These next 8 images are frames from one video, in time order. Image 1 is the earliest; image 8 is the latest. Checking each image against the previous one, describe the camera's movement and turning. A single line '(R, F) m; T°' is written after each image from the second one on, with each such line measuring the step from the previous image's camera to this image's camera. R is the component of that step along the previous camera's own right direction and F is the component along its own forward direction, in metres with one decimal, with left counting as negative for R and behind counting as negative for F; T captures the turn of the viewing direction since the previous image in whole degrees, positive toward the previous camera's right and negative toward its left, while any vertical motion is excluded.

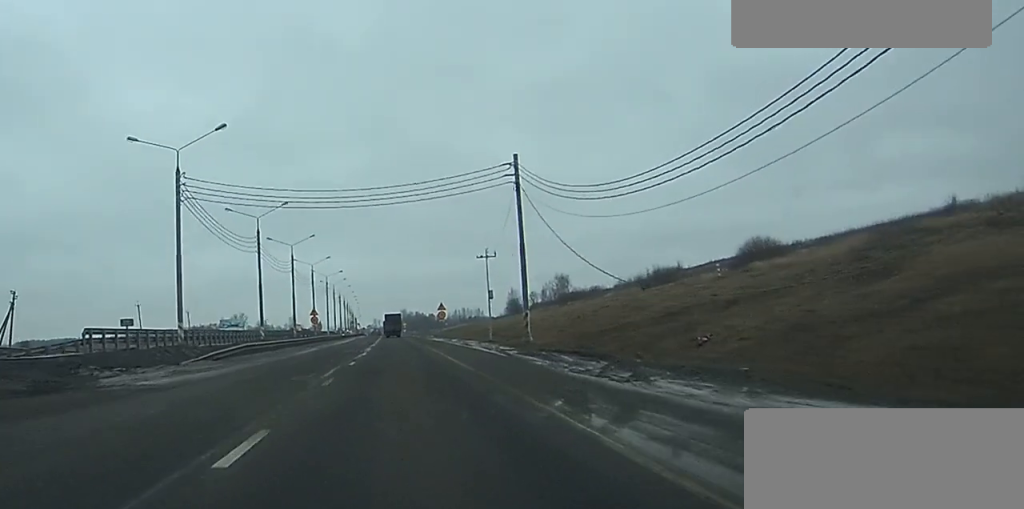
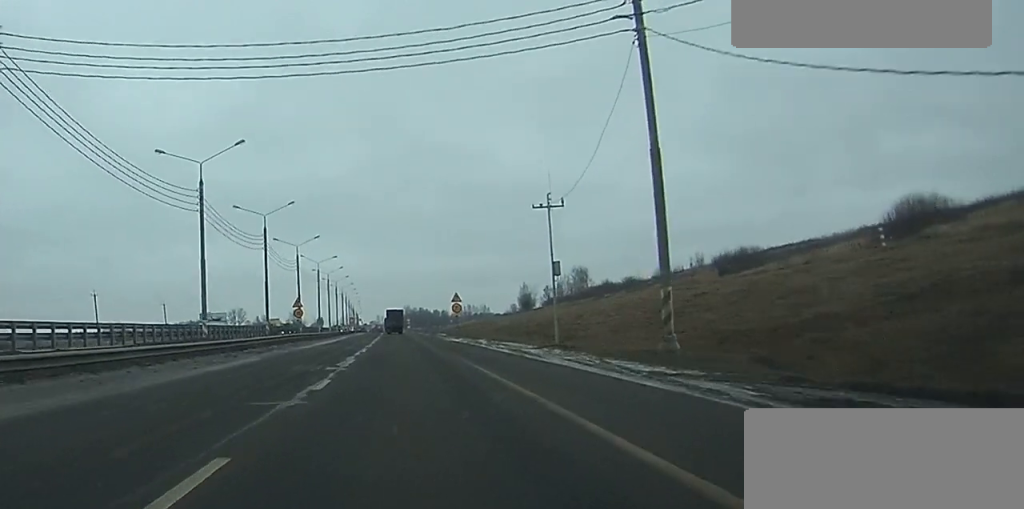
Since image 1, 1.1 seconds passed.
(0.0, +26.7) m; 0°
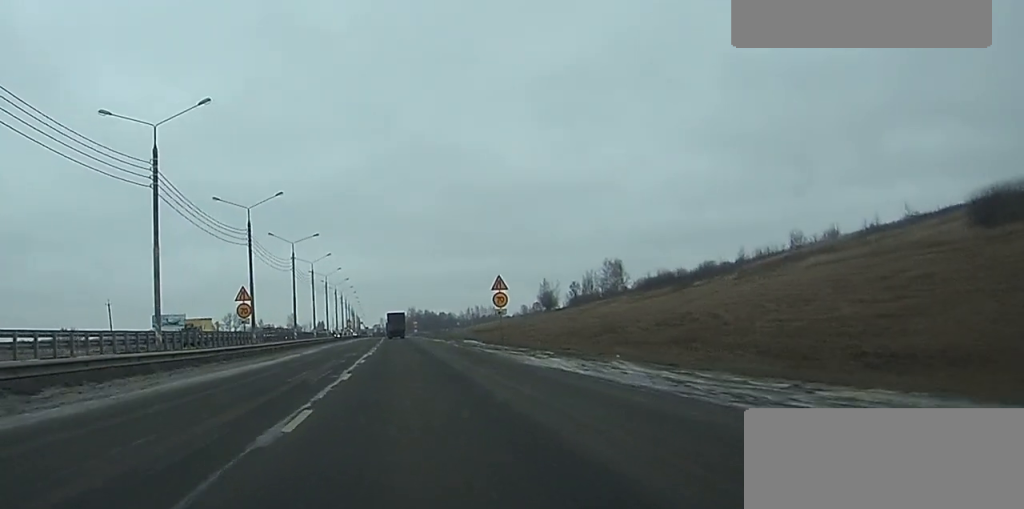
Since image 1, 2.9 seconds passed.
(-0.1, +42.1) m; 0°
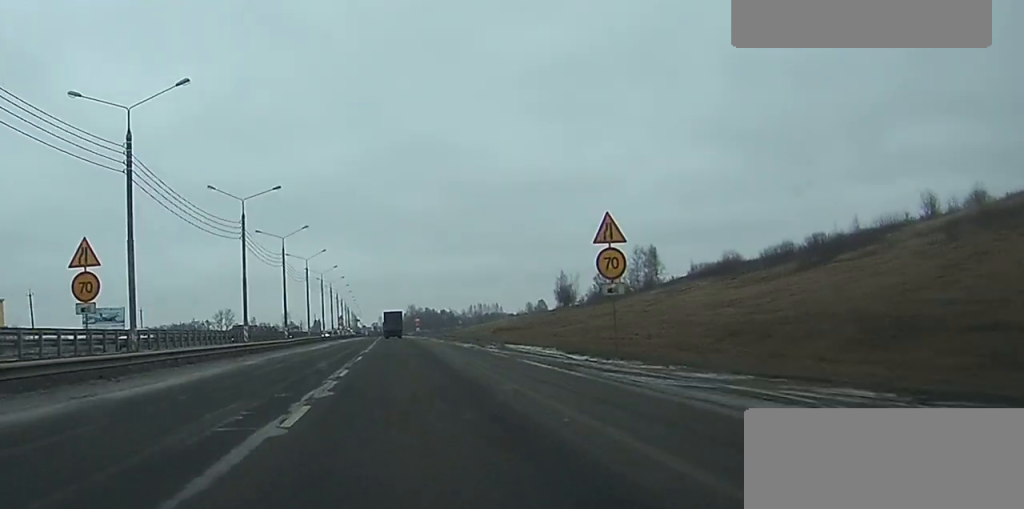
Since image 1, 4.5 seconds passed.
(+0.1, +35.4) m; 0°
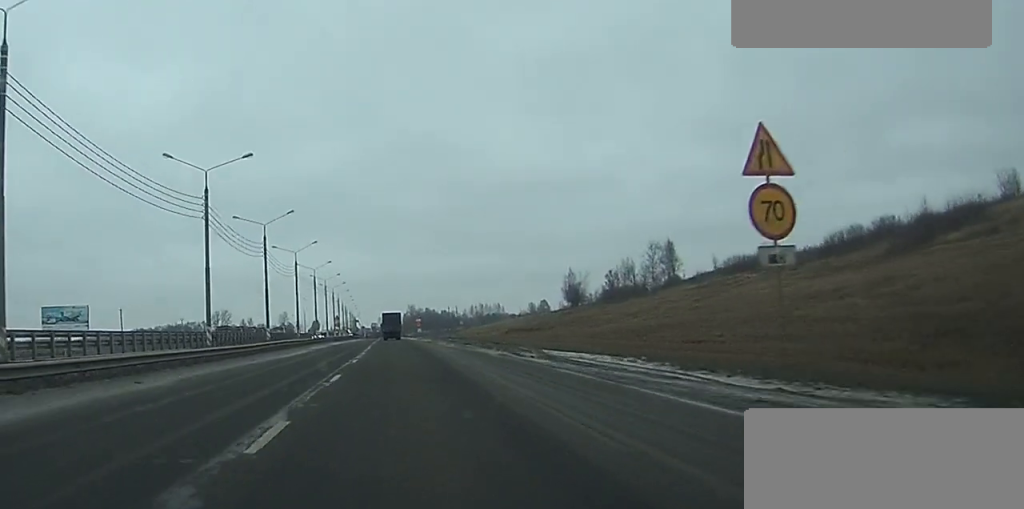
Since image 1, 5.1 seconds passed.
(0.0, +14.5) m; 0°
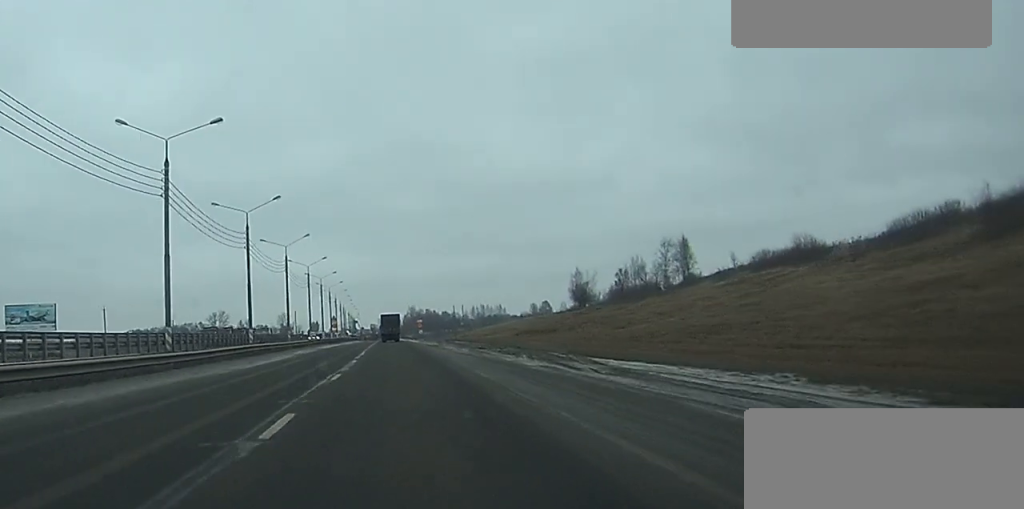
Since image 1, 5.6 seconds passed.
(0.0, +10.7) m; 0°
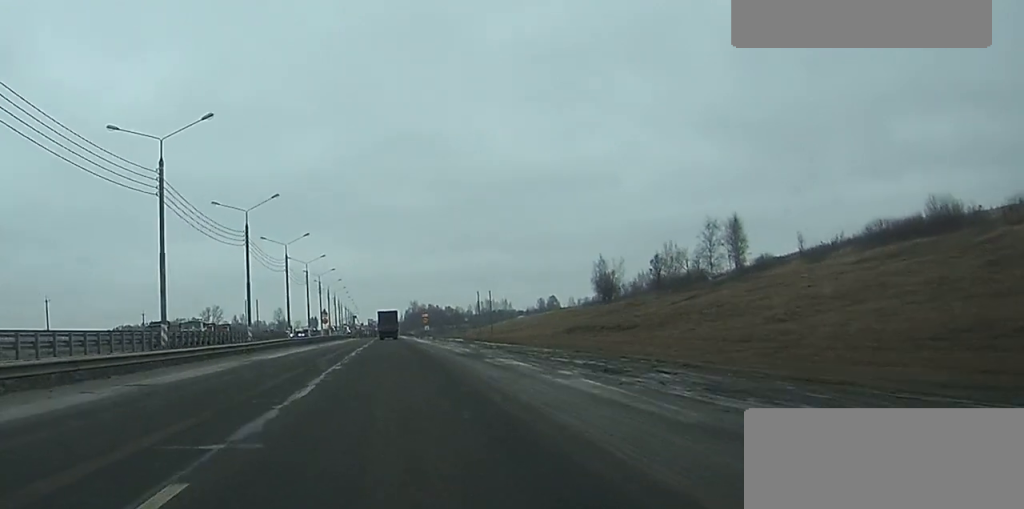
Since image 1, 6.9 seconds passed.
(-0.1, +30.3) m; 0°
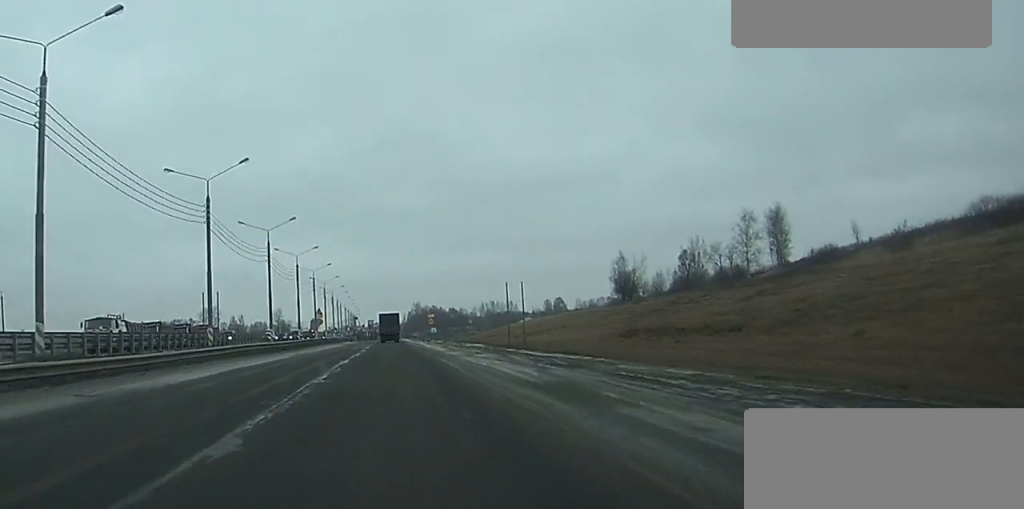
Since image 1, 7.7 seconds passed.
(0.0, +18.0) m; 0°
